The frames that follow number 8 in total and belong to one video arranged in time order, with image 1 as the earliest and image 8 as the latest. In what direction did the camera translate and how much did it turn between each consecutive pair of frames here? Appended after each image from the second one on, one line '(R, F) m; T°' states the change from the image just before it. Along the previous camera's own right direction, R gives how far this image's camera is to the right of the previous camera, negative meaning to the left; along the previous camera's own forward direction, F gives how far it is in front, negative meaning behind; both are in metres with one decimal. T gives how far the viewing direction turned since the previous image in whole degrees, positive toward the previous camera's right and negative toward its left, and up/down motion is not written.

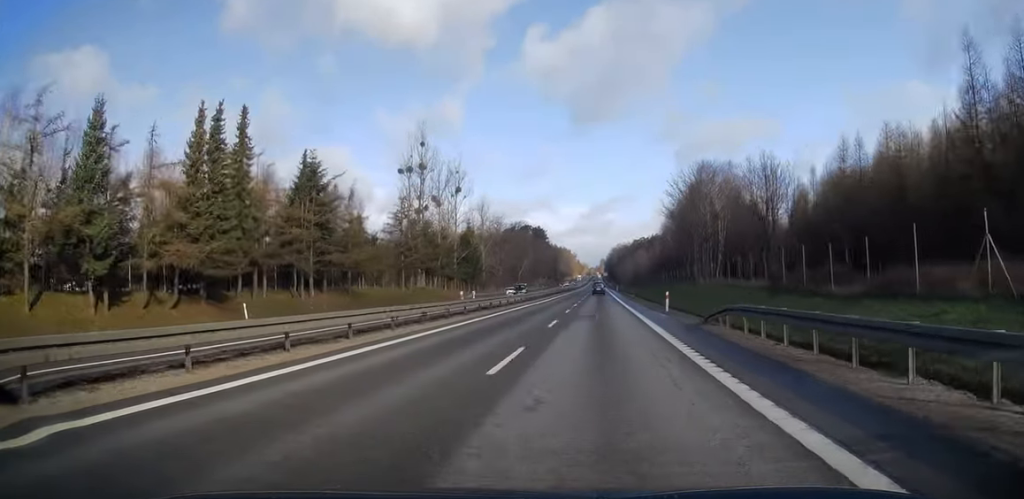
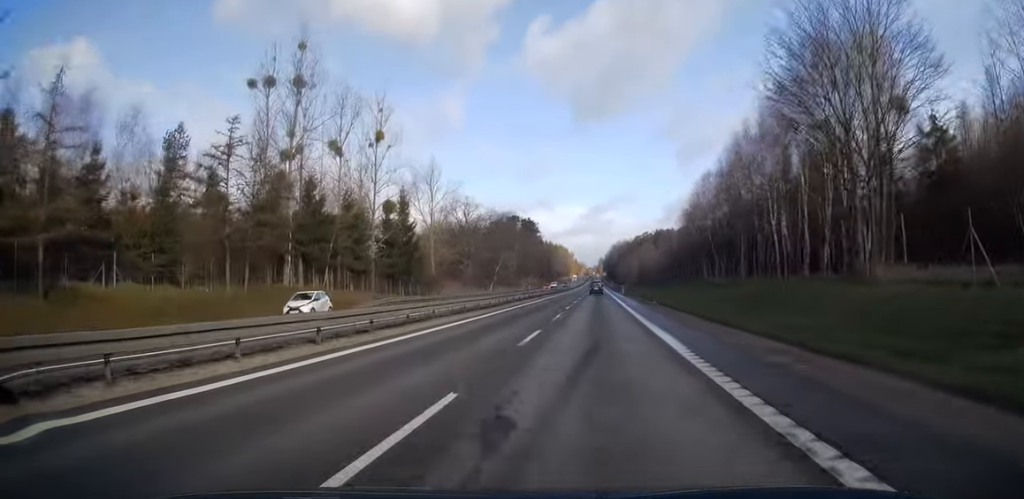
(+0.5, +42.0) m; +1°
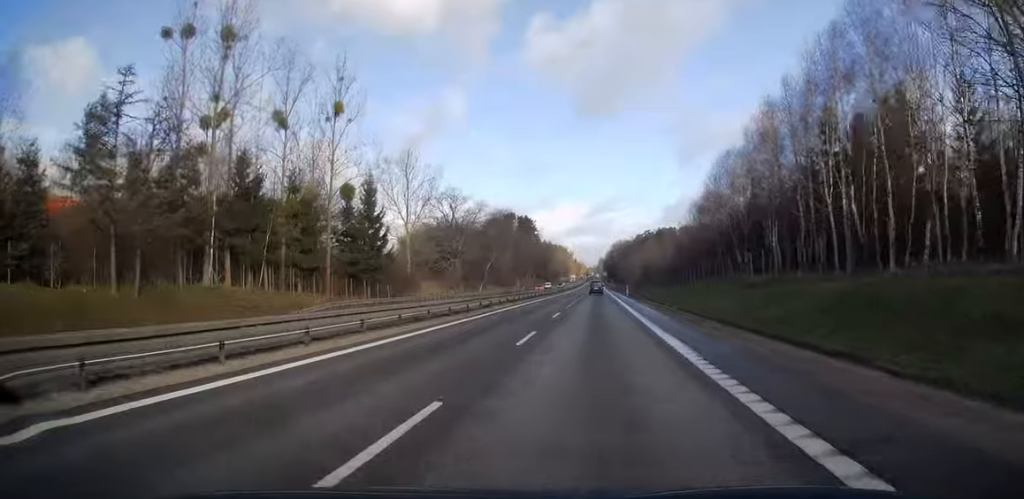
(-0.1, +12.6) m; 0°
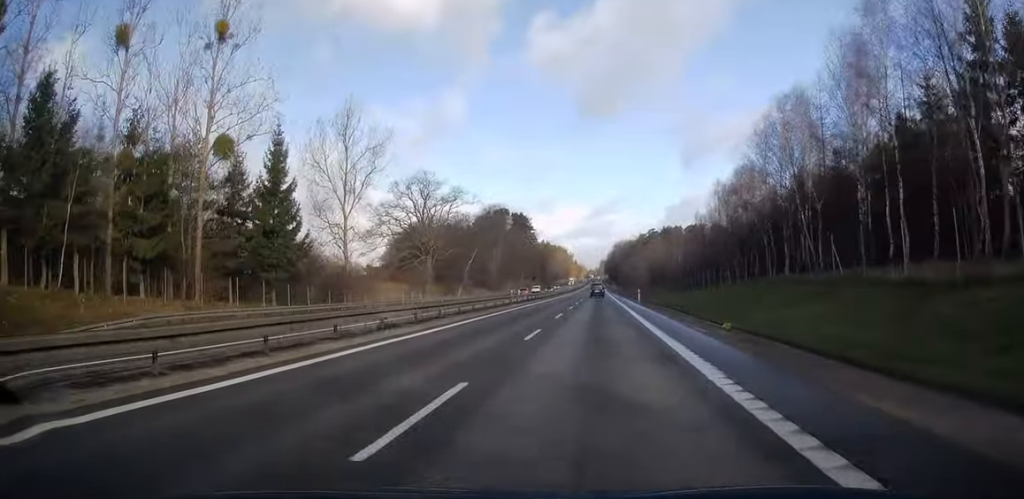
(-0.1, +22.0) m; 0°
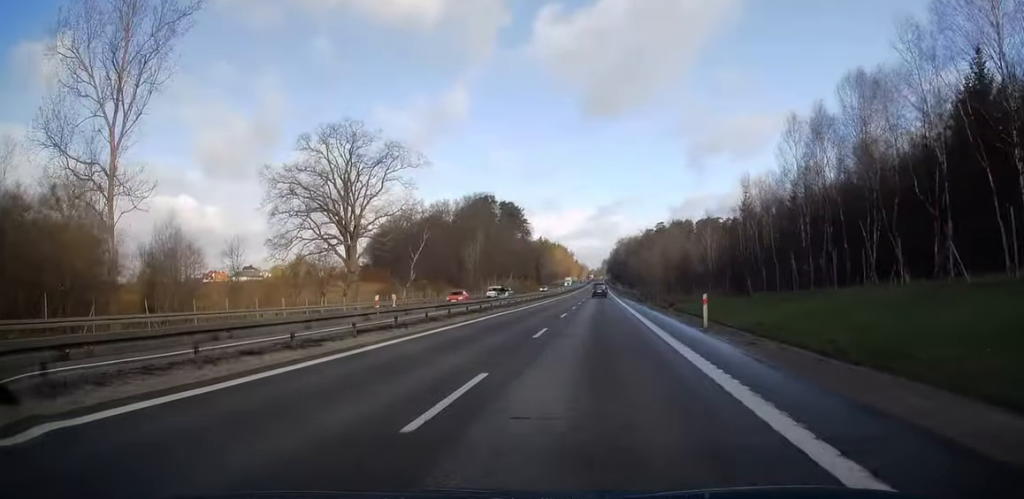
(0.0, +34.6) m; 0°
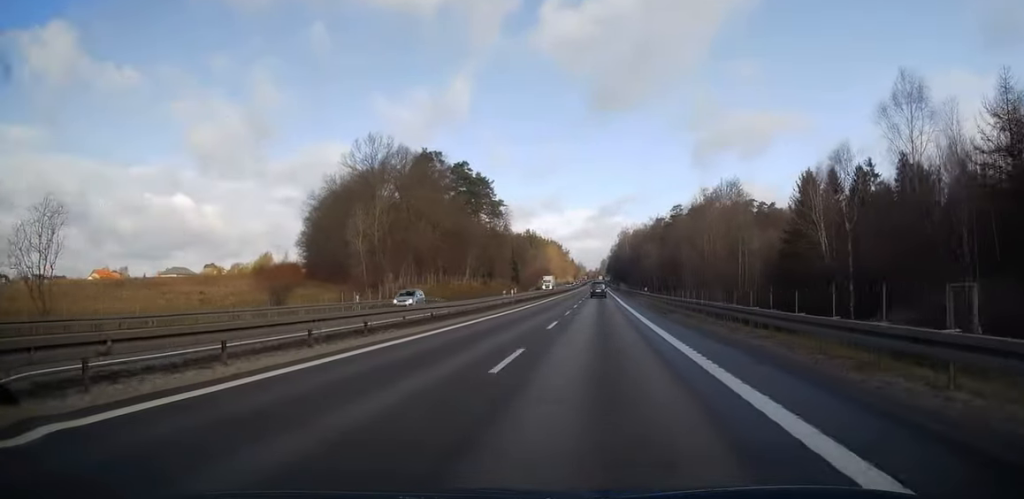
(0.0, +67.0) m; 0°
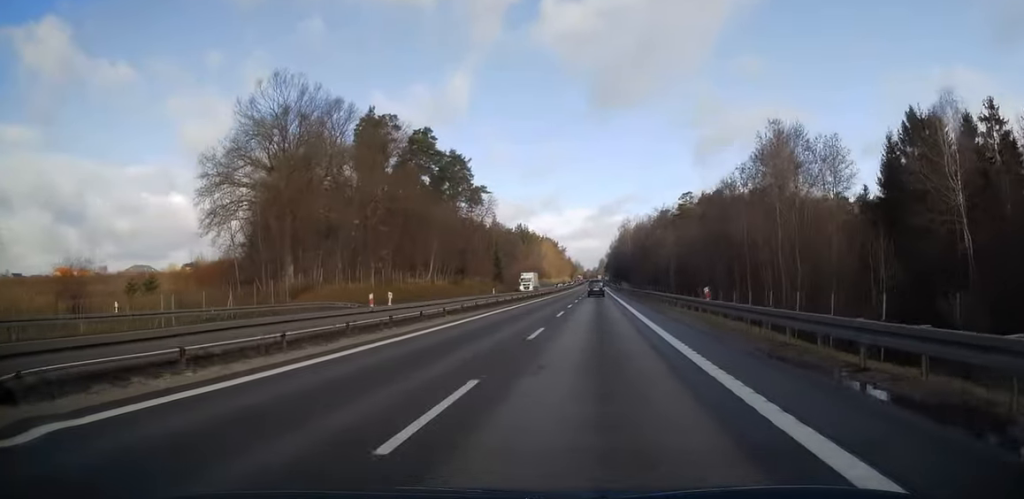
(0.0, +29.3) m; 0°
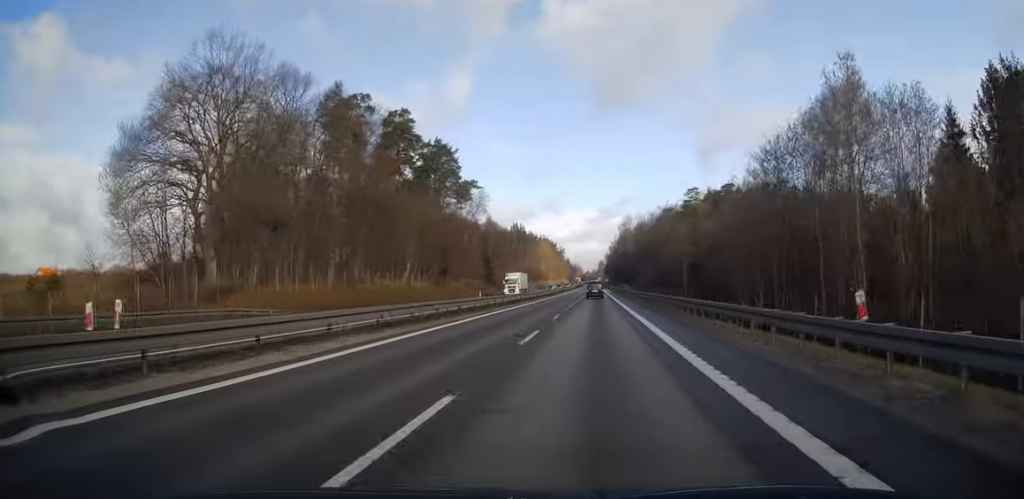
(0.0, +13.1) m; 0°
